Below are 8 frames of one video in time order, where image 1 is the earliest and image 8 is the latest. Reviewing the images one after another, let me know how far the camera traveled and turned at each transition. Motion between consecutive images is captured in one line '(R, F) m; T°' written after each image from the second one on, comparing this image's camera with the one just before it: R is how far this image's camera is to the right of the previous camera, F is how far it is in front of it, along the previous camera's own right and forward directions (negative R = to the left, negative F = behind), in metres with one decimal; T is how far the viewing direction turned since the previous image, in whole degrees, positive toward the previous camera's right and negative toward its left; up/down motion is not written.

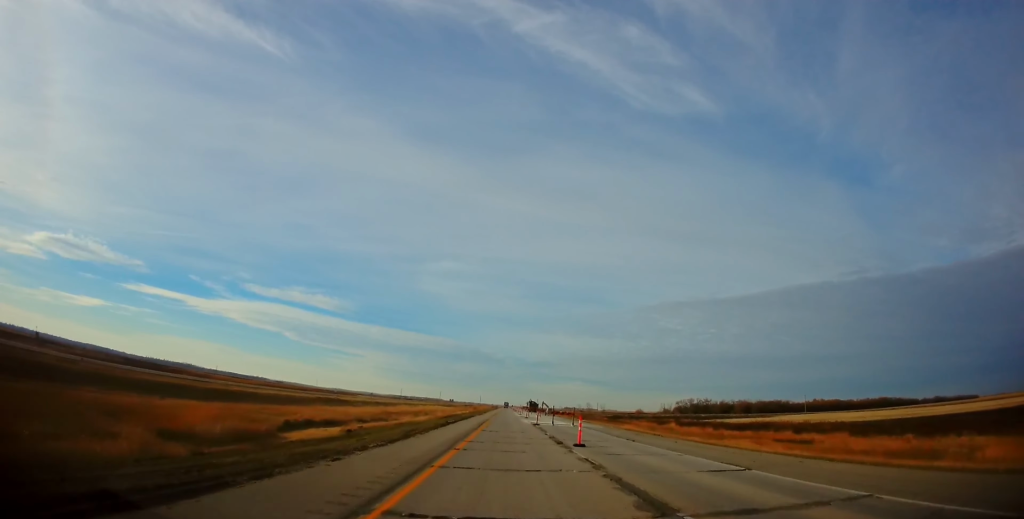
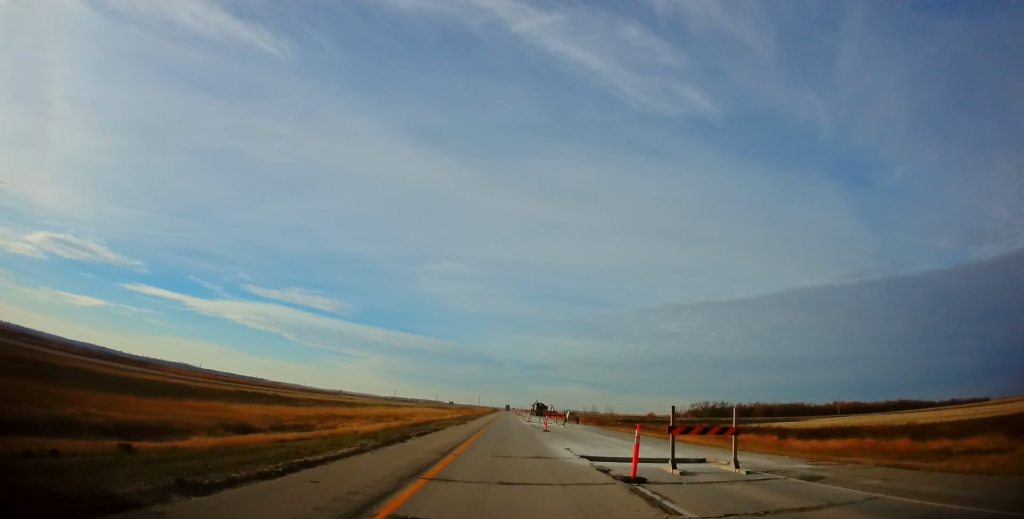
(-0.5, +32.8) m; 0°
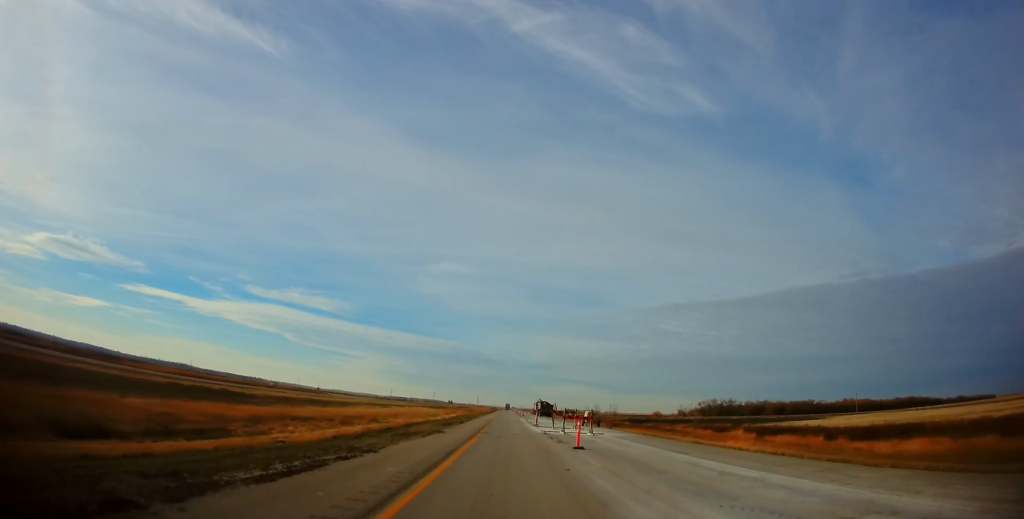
(+0.2, +16.2) m; +1°
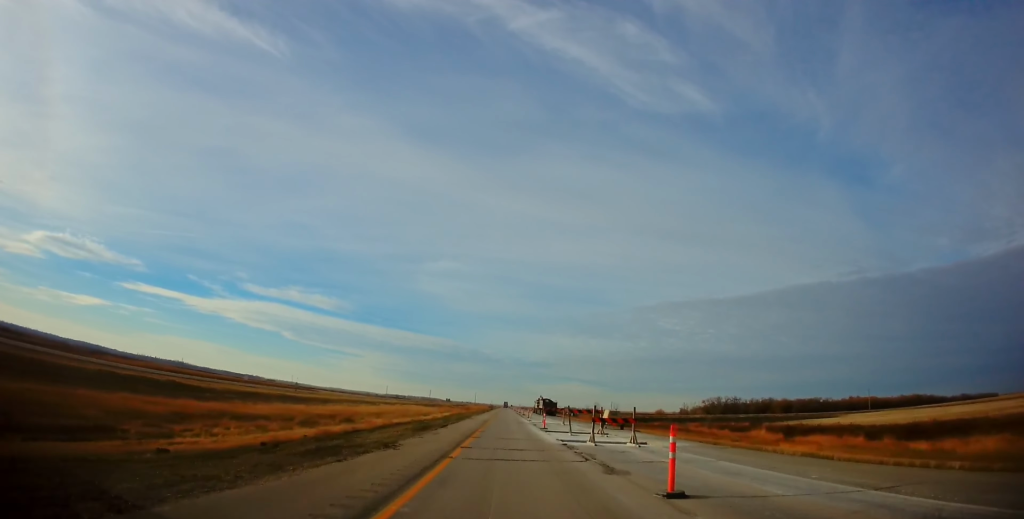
(+0.1, +12.0) m; 0°
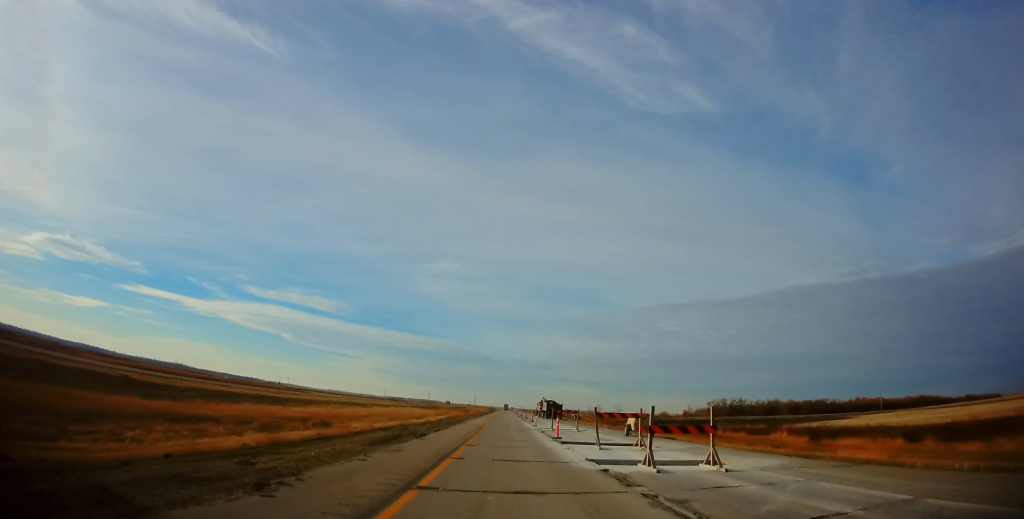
(0.0, +8.8) m; 0°
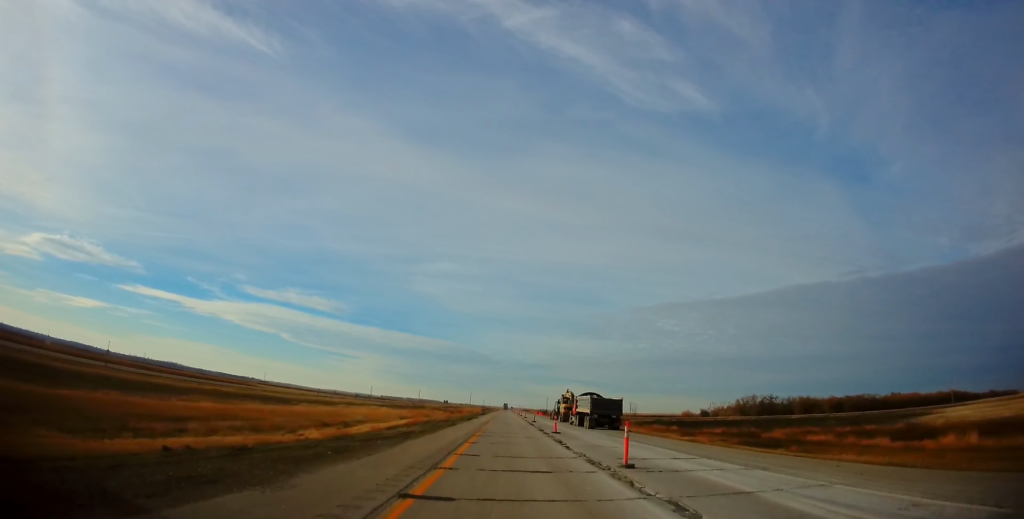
(+0.2, +48.2) m; -1°
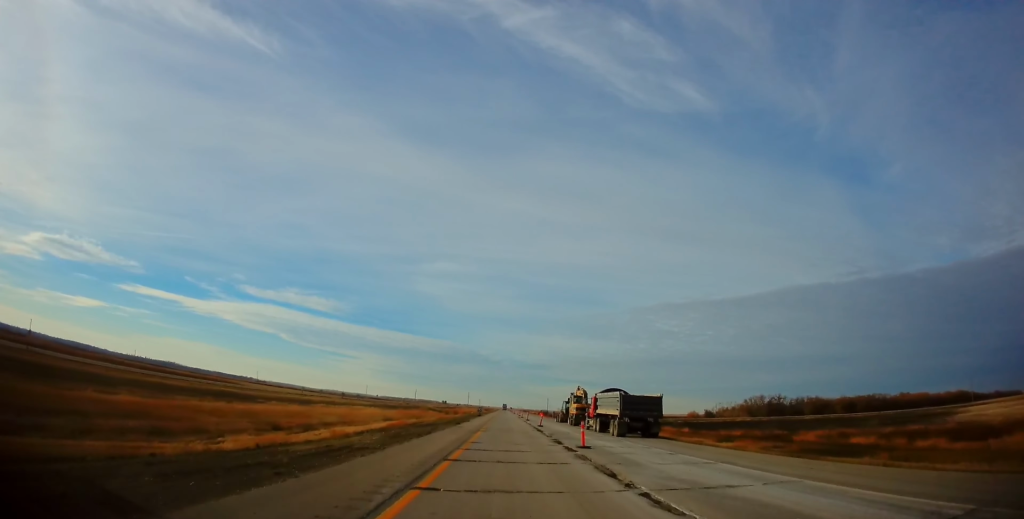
(-0.1, +12.1) m; 0°
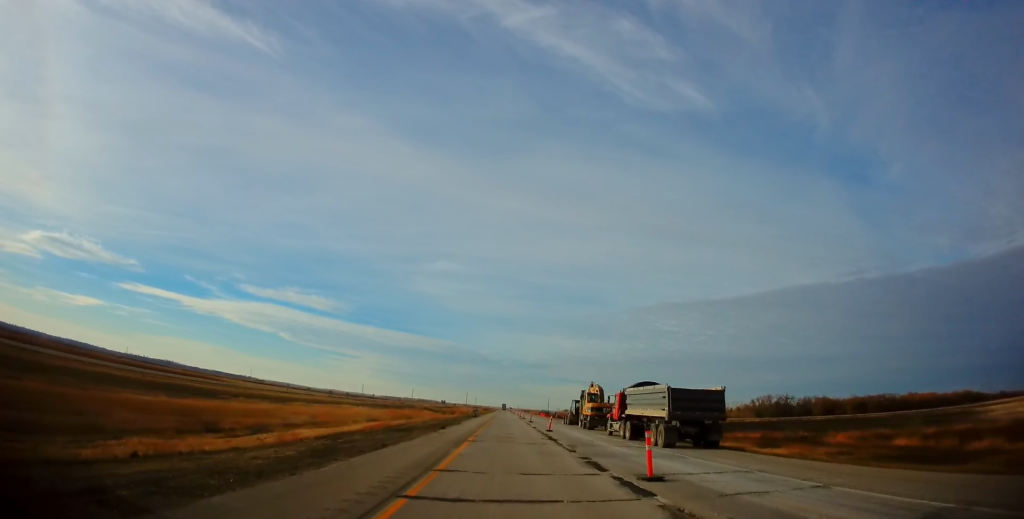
(+0.1, +10.1) m; 0°
